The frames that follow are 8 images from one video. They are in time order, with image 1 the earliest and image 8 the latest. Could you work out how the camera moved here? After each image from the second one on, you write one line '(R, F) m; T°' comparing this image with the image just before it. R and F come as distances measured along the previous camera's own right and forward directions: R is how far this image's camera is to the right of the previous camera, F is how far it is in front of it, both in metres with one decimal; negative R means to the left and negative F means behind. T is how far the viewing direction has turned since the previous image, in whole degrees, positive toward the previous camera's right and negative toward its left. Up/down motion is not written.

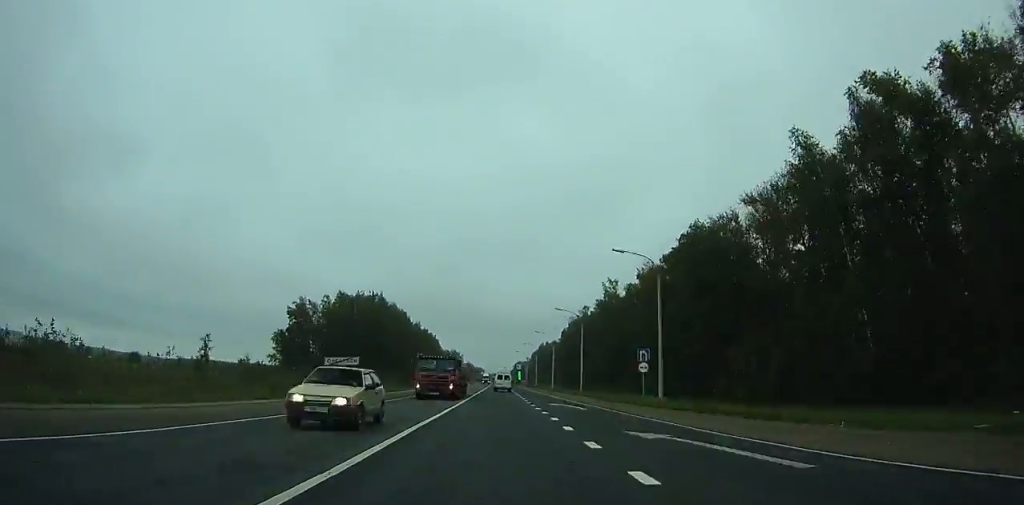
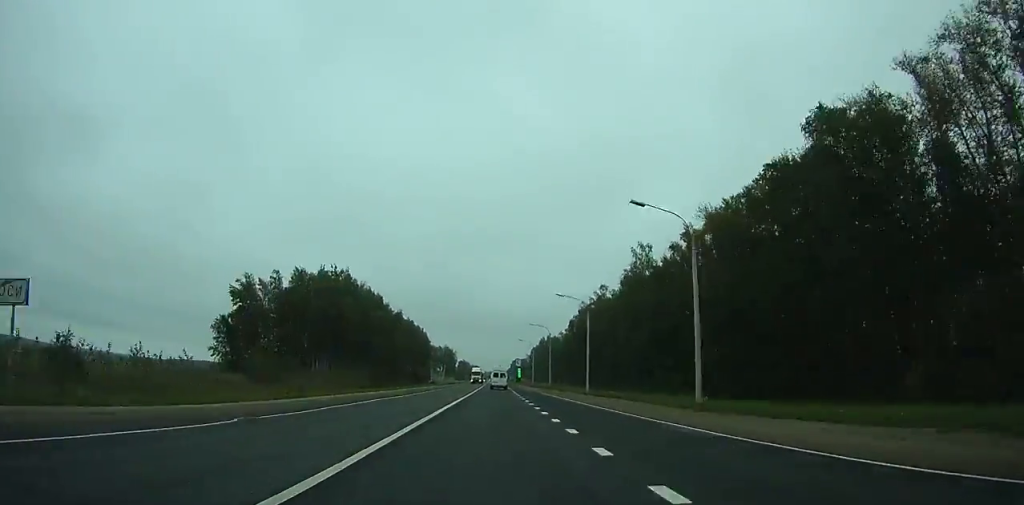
(0.0, +36.4) m; 0°
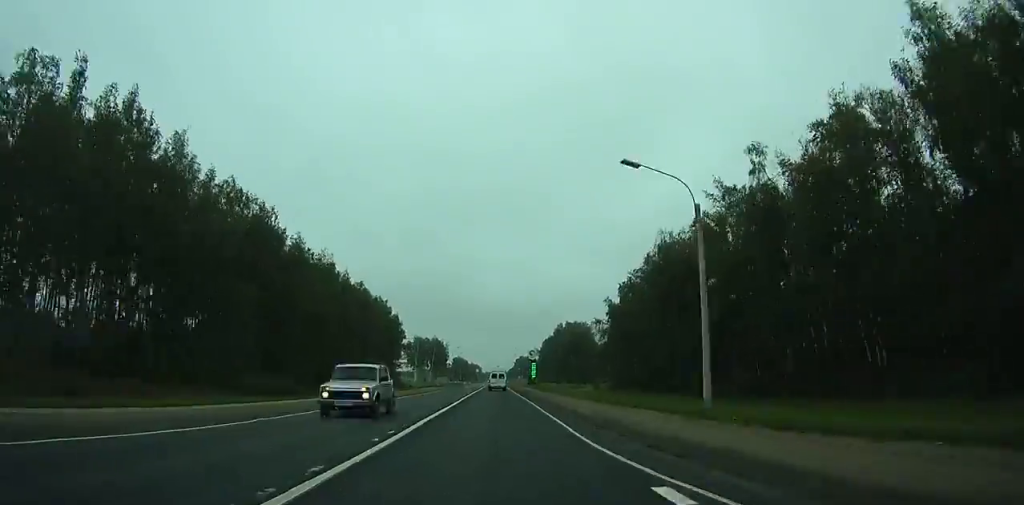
(-0.2, +91.9) m; 0°
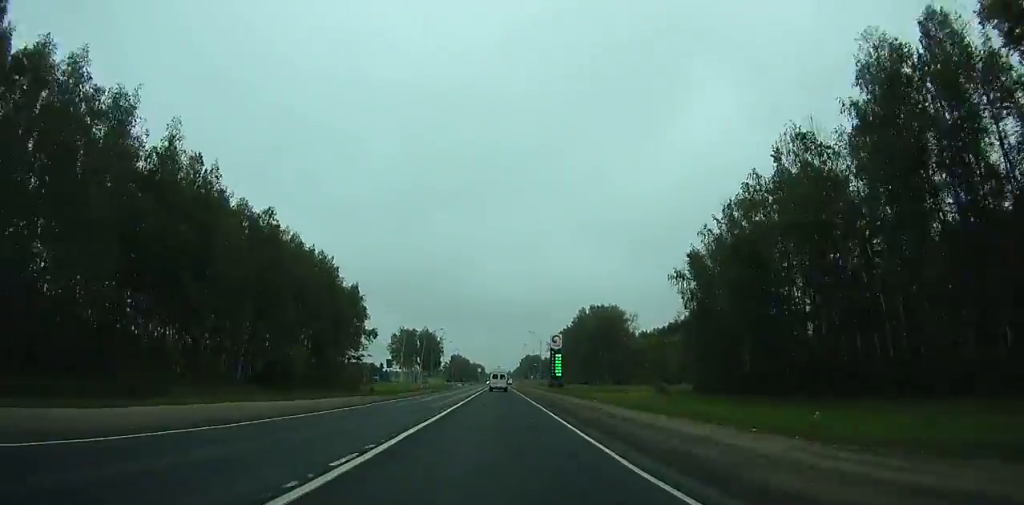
(0.0, +63.7) m; 0°
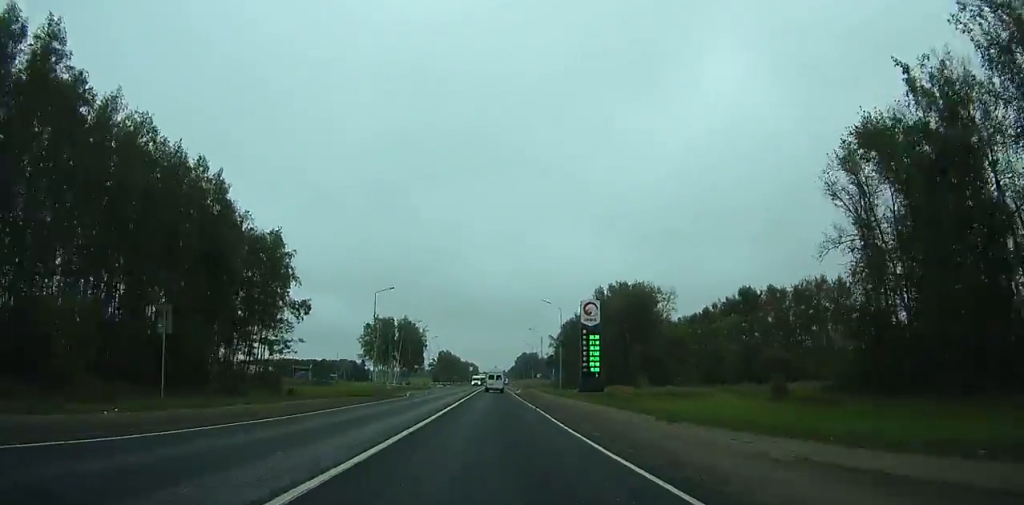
(0.0, +48.5) m; 0°
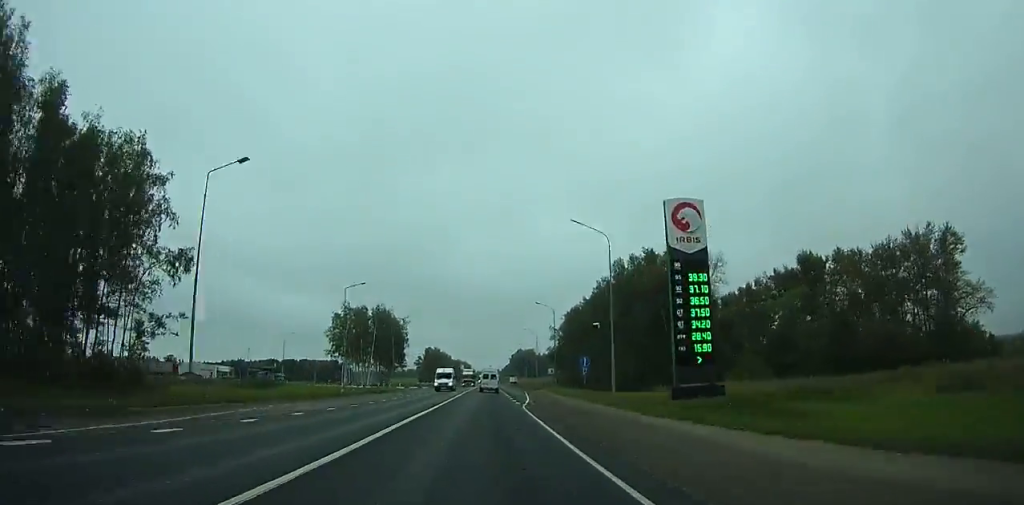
(+0.1, +37.9) m; 0°
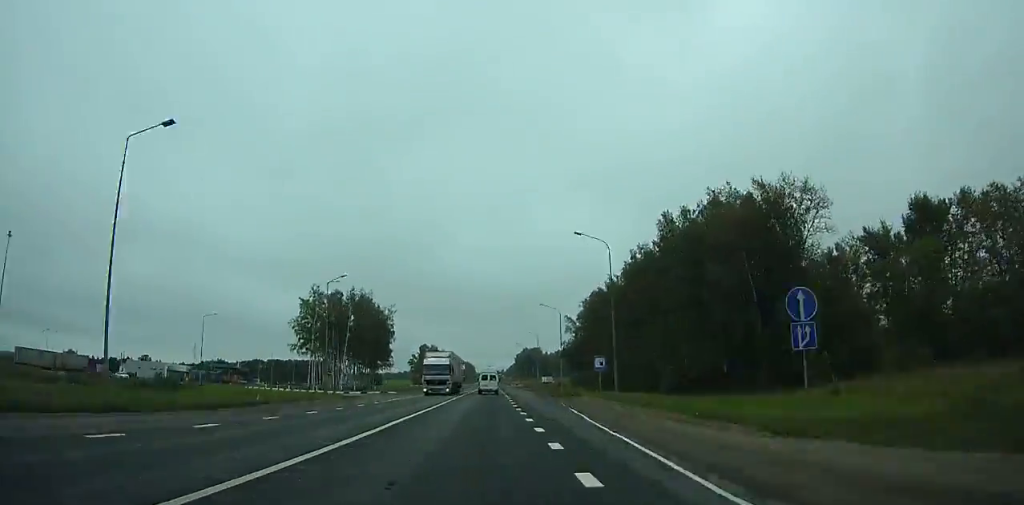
(+0.1, +37.8) m; 0°
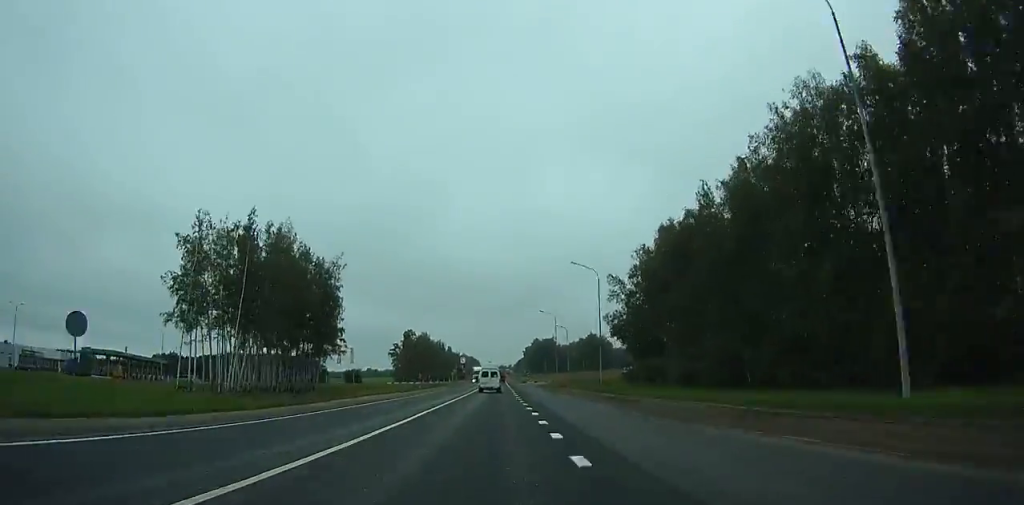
(-0.1, +66.6) m; 0°
